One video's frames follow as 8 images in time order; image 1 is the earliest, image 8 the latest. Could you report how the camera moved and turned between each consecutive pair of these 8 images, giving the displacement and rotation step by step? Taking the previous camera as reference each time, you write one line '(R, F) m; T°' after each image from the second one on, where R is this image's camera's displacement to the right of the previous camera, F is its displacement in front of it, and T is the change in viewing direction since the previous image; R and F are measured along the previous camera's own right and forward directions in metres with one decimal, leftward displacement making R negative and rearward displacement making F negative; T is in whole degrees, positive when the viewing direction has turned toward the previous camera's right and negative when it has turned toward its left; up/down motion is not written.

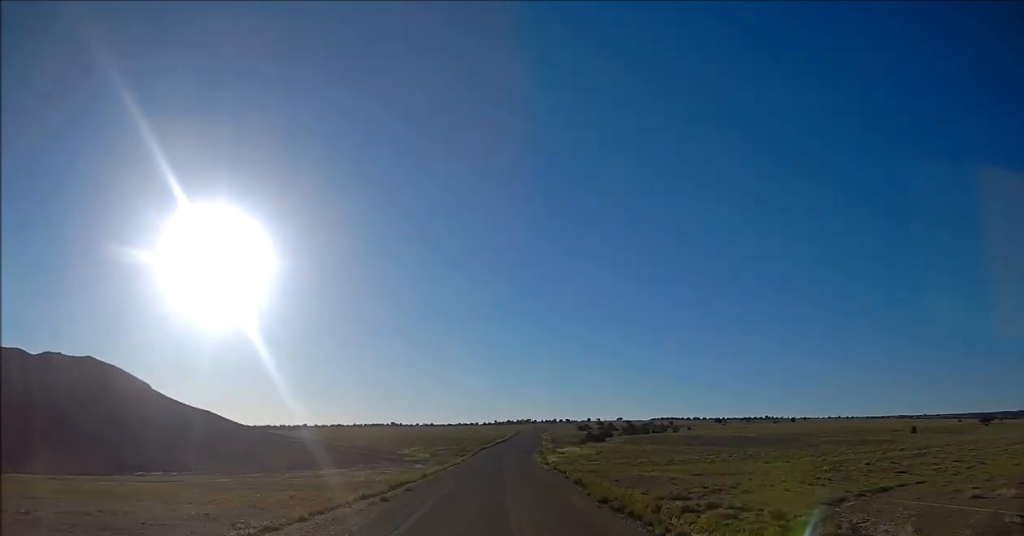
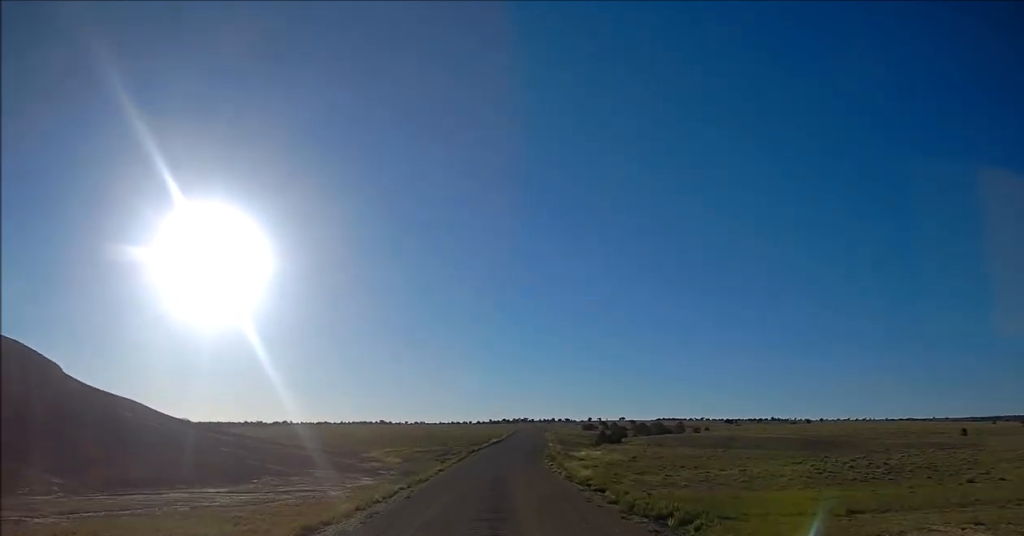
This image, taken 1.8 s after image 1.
(+0.4, +31.4) m; +1°
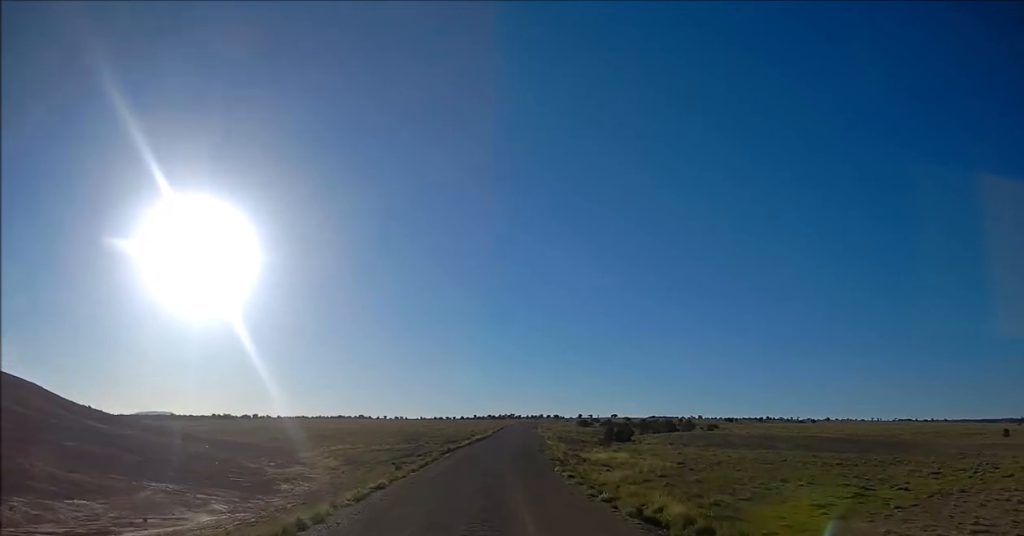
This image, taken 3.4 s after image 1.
(-0.2, +27.1) m; 0°
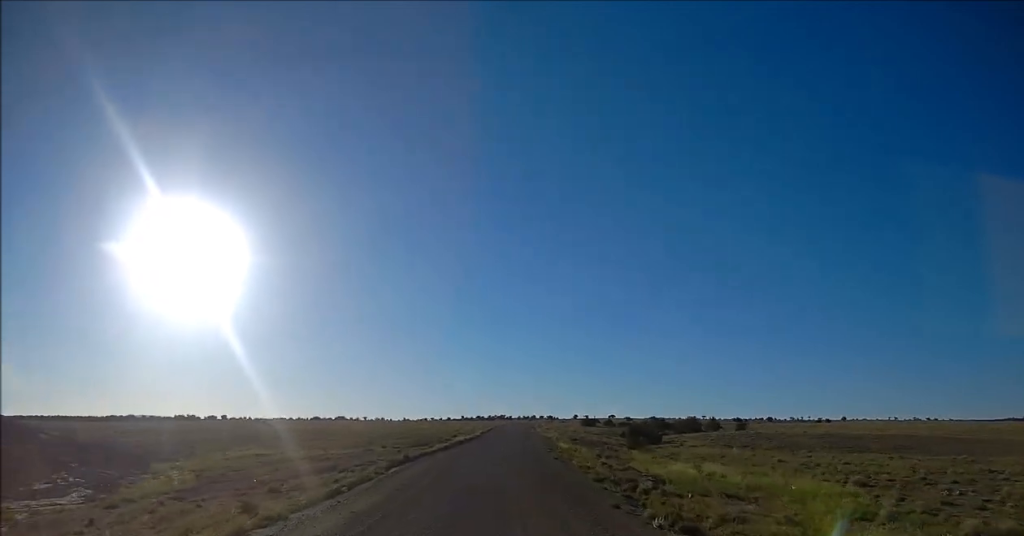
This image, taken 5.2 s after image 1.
(+0.3, +30.2) m; +2°
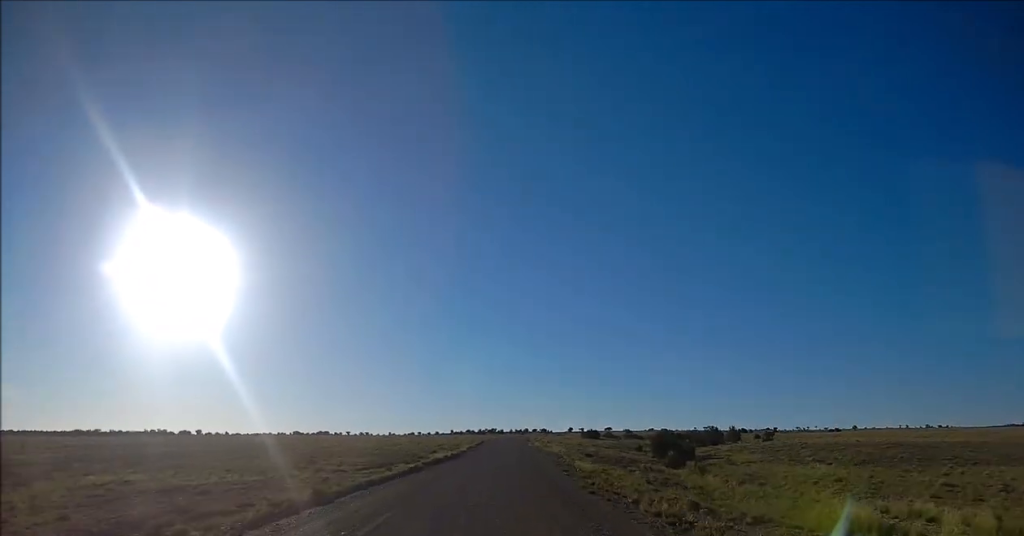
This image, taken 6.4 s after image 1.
(+0.4, +20.8) m; +1°
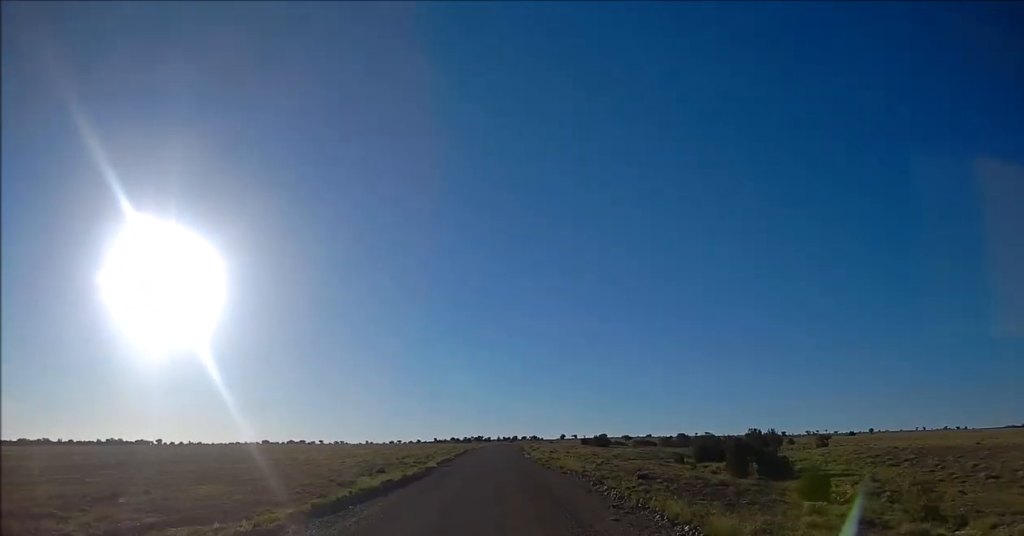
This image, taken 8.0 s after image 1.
(-0.1, +29.7) m; 0°
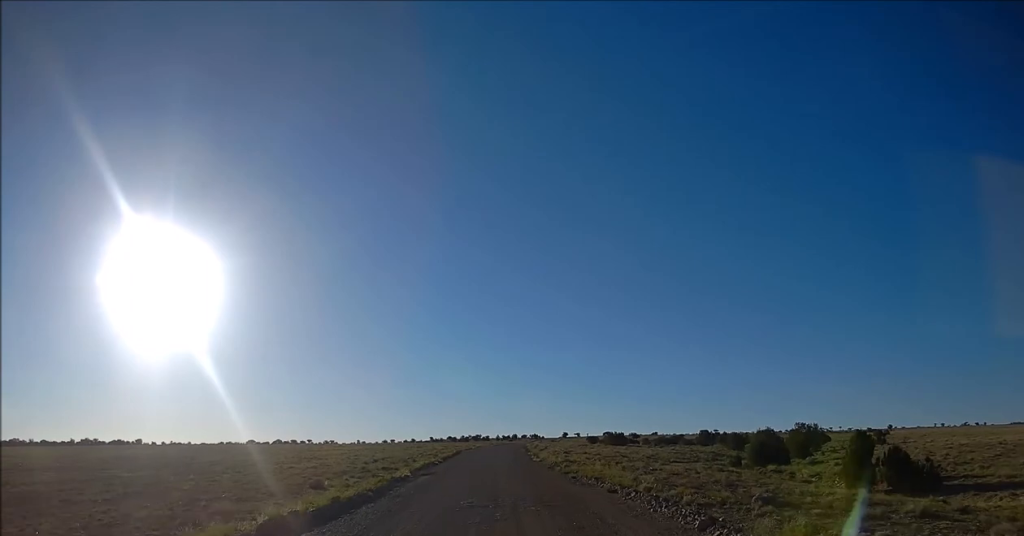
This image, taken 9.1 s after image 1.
(+0.1, +17.4) m; 0°
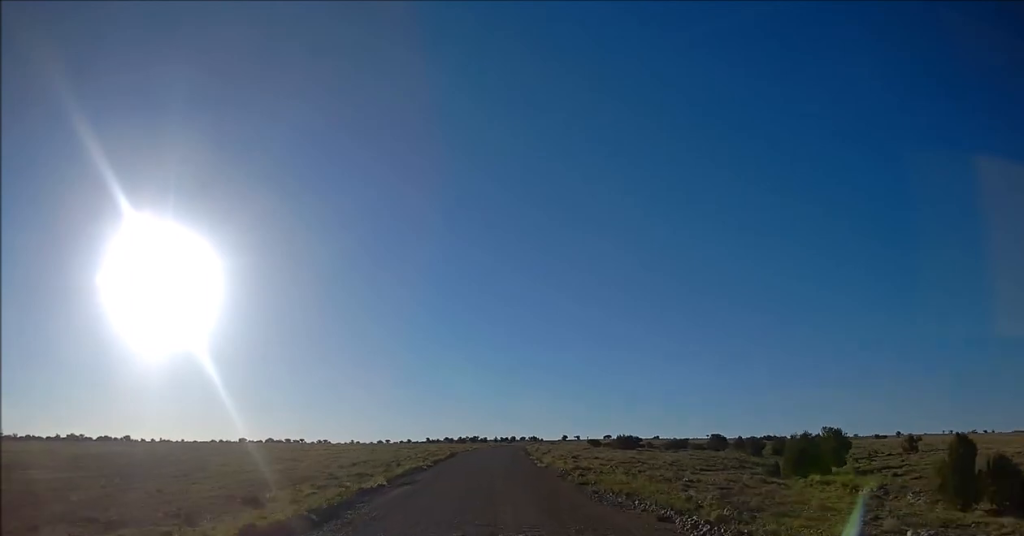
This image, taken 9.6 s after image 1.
(+0.1, +8.1) m; 0°
